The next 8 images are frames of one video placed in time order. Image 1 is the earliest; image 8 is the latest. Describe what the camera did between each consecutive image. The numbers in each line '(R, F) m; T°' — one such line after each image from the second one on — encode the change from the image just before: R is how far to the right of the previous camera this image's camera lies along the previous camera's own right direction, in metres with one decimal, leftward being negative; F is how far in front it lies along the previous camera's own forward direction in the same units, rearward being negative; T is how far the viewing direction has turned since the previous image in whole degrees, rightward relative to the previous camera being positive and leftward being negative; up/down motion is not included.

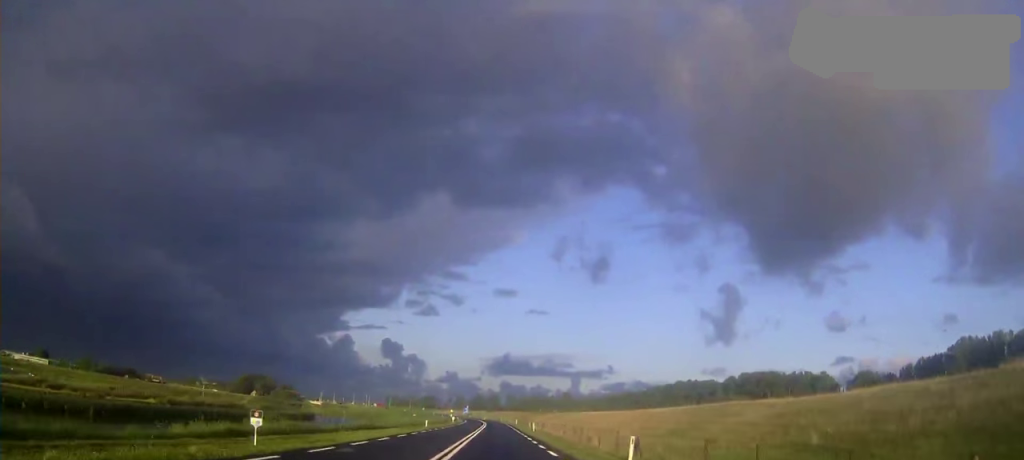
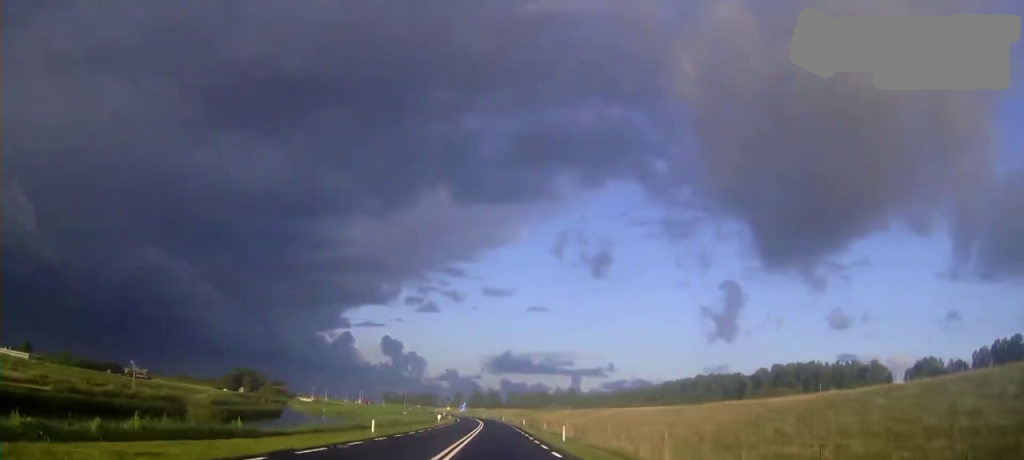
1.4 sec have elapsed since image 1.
(-0.1, +30.6) m; 0°
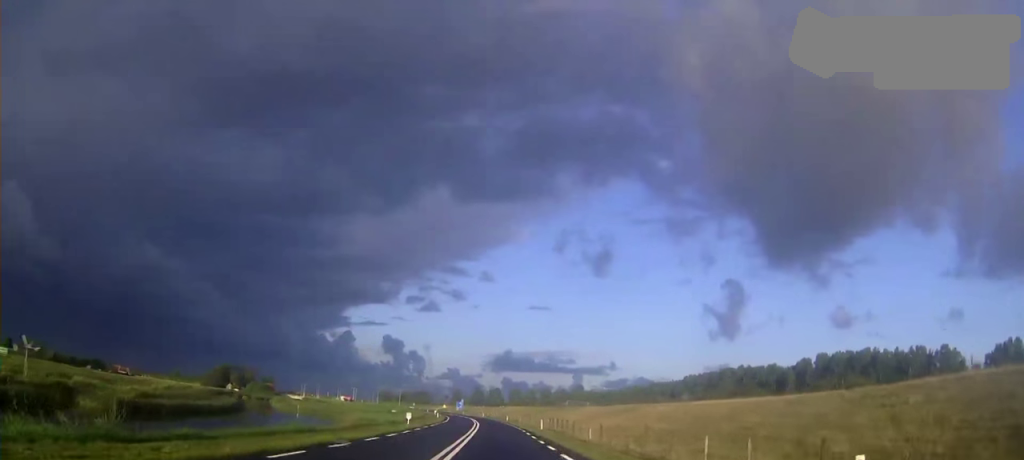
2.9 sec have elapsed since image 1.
(+0.1, +32.2) m; 0°
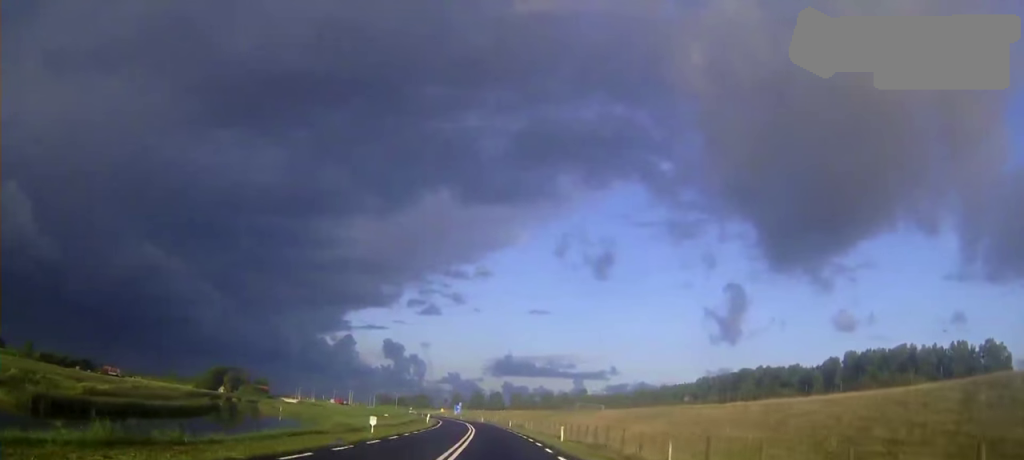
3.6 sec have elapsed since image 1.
(0.0, +16.5) m; 0°
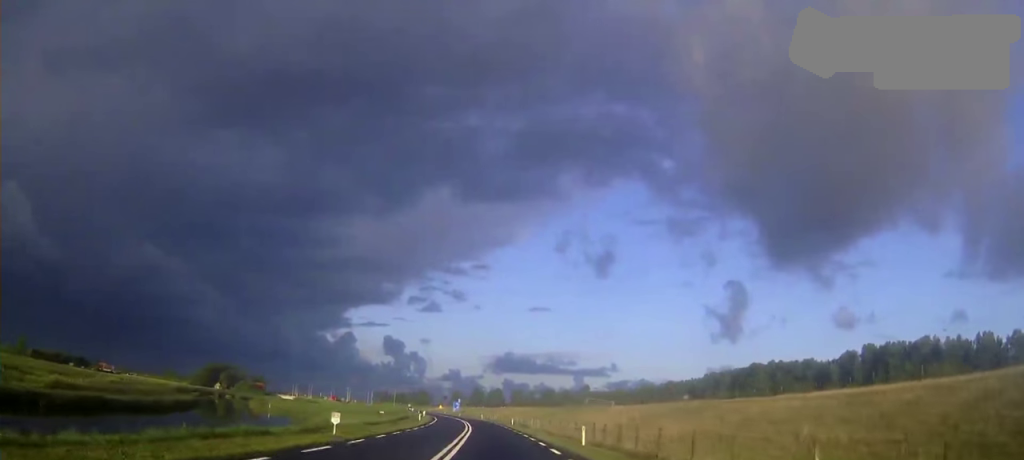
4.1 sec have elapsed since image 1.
(0.0, +9.6) m; 0°
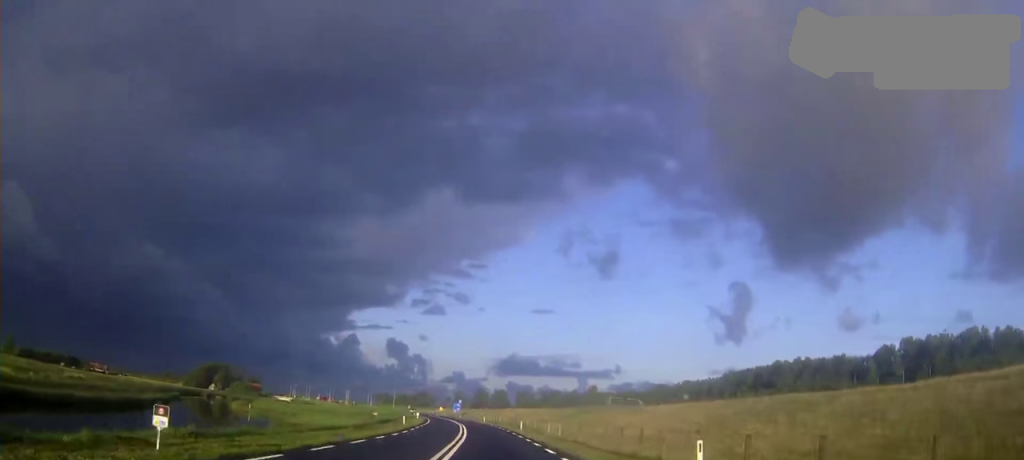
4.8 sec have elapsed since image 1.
(0.0, +16.6) m; 0°
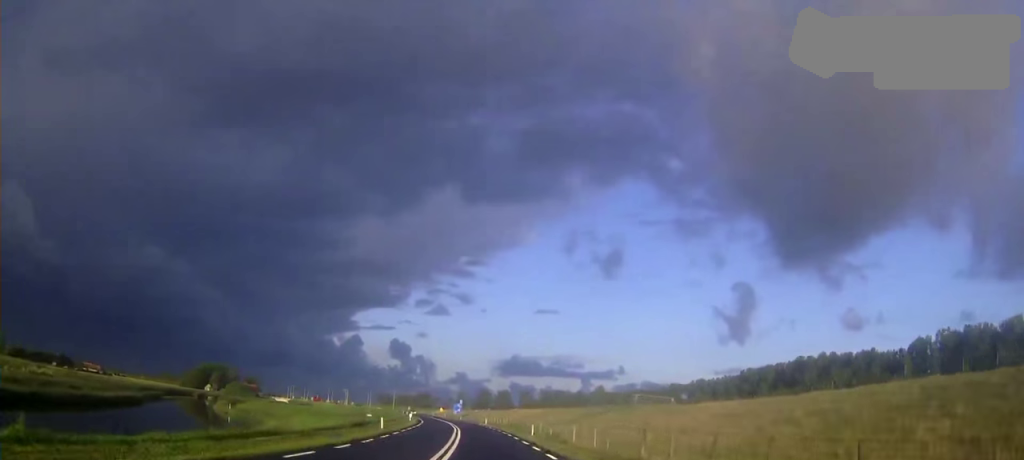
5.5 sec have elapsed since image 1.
(0.0, +14.1) m; 0°
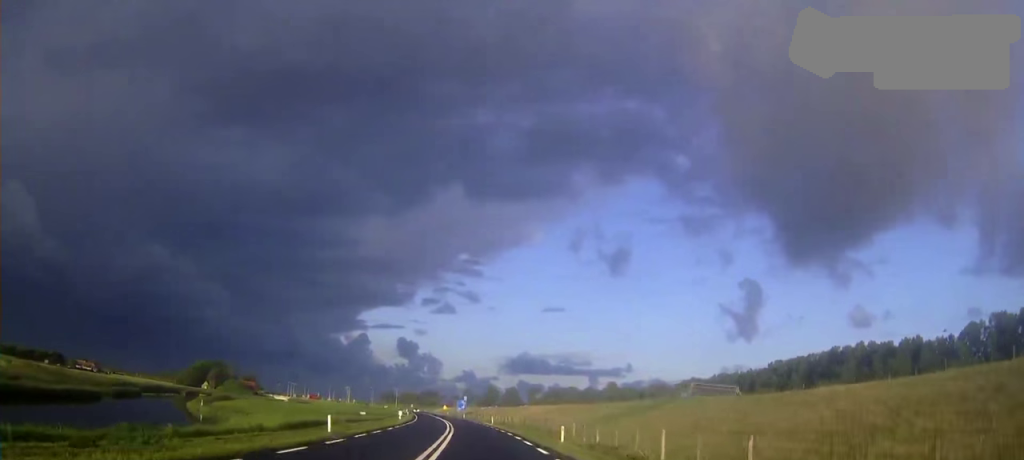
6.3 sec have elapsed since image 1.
(-0.1, +17.7) m; 0°
